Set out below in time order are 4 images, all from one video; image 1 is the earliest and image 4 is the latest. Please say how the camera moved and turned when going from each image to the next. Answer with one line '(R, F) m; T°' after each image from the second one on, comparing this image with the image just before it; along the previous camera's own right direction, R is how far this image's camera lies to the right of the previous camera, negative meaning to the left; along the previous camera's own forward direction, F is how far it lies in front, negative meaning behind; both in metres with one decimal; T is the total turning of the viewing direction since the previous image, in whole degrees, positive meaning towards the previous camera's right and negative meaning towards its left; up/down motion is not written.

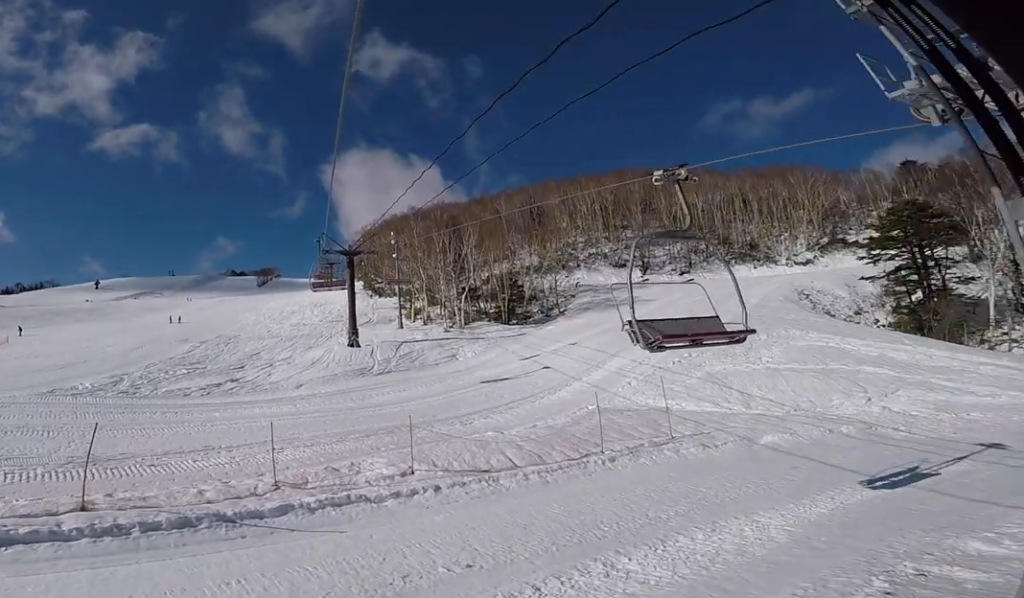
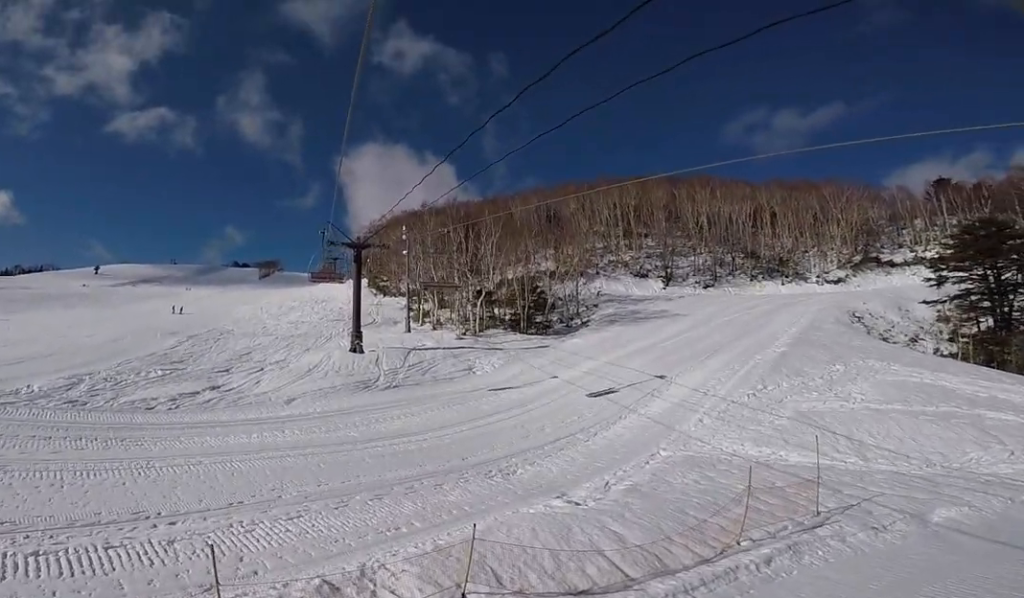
(+0.1, +7.2) m; +5°
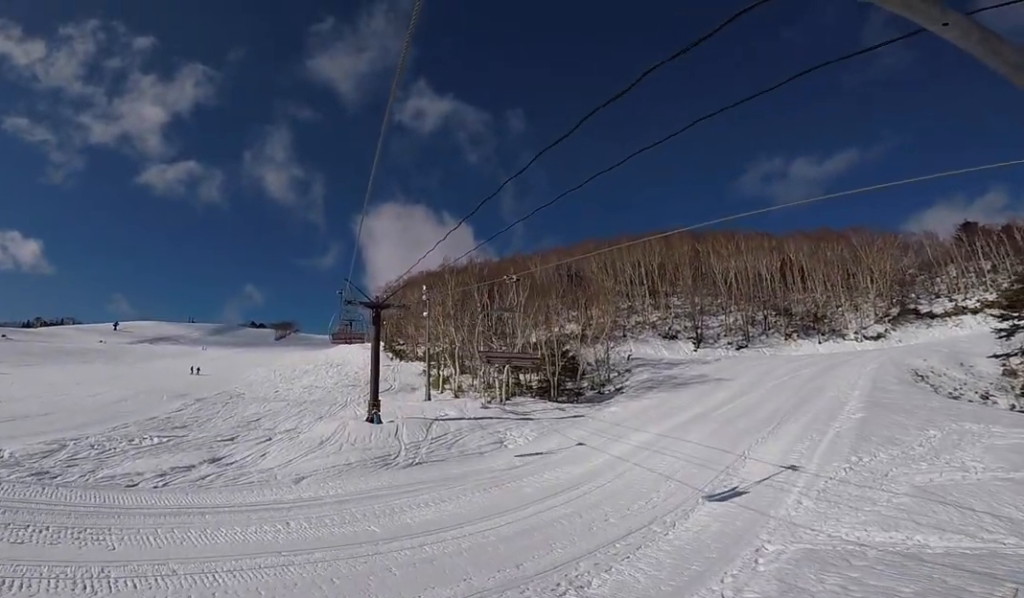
(+0.2, +4.2) m; +3°
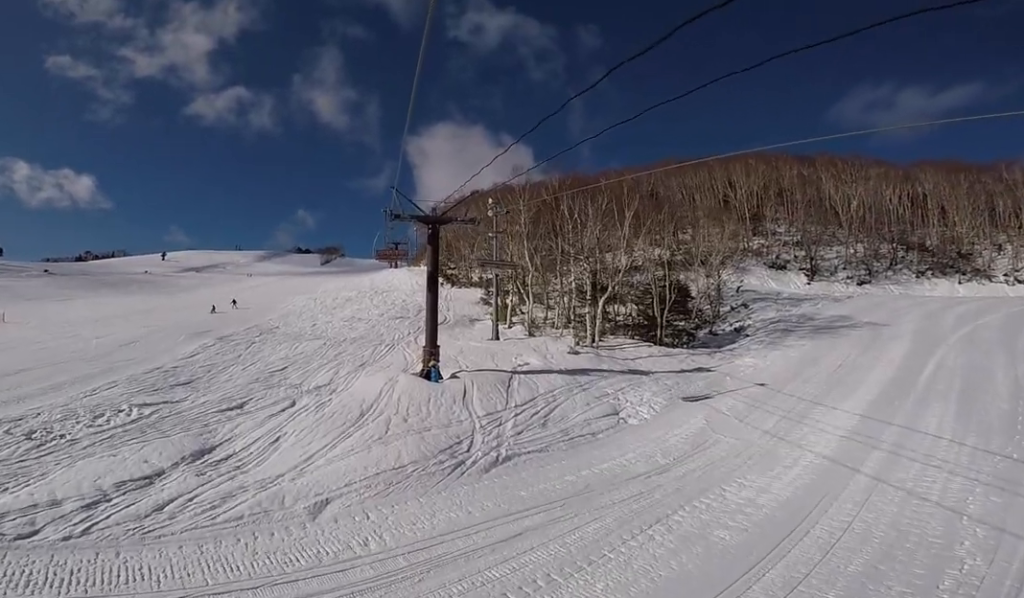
(+0.1, +10.0) m; 0°
